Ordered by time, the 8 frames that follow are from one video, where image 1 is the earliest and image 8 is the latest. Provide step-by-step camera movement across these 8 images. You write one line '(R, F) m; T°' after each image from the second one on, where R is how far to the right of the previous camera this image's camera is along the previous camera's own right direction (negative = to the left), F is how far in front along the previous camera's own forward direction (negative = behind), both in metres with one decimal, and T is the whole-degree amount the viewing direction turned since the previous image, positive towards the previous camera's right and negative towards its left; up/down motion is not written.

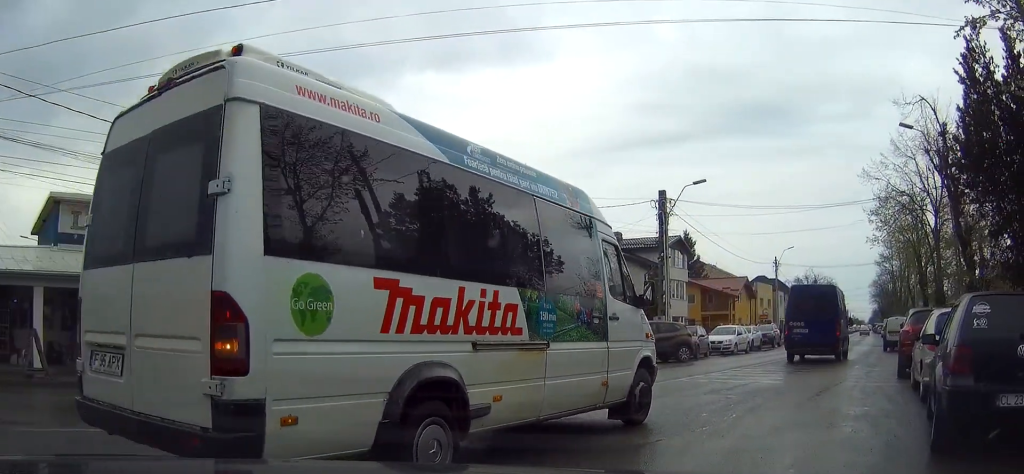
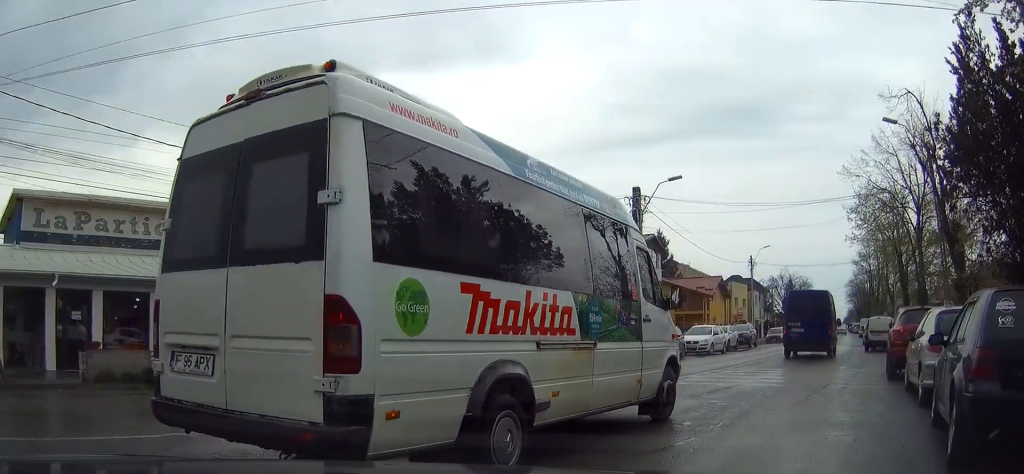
(-0.1, +0.9) m; -2°
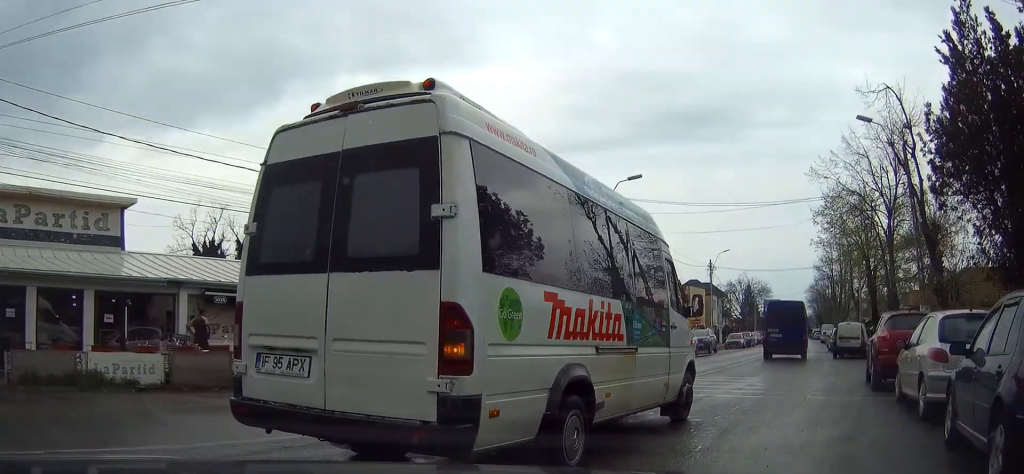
(-0.2, +1.2) m; +6°
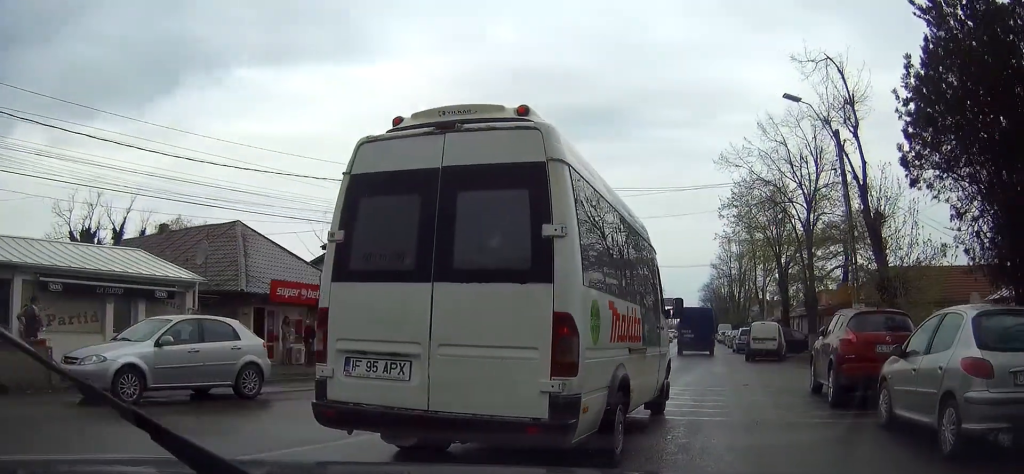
(+0.5, +2.5) m; +32°
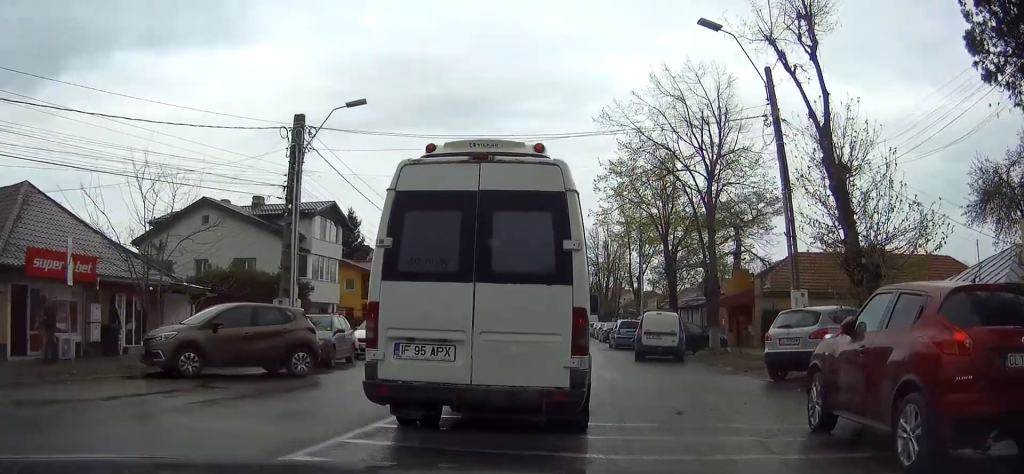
(+2.6, +5.3) m; +35°
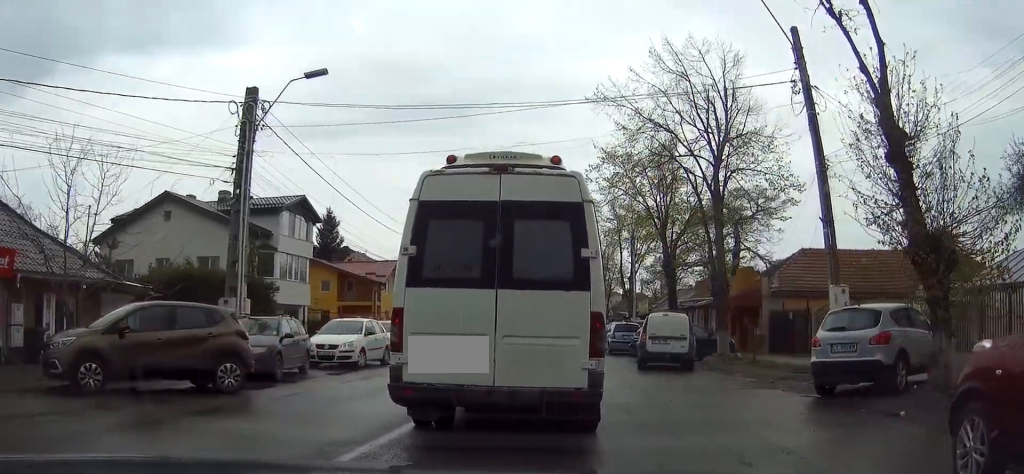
(+0.1, +3.6) m; +2°
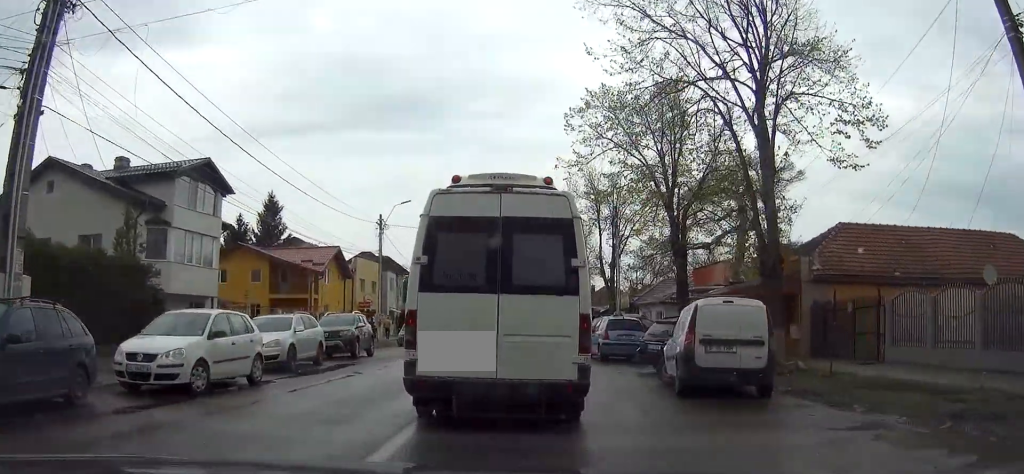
(-0.4, +10.1) m; -2°
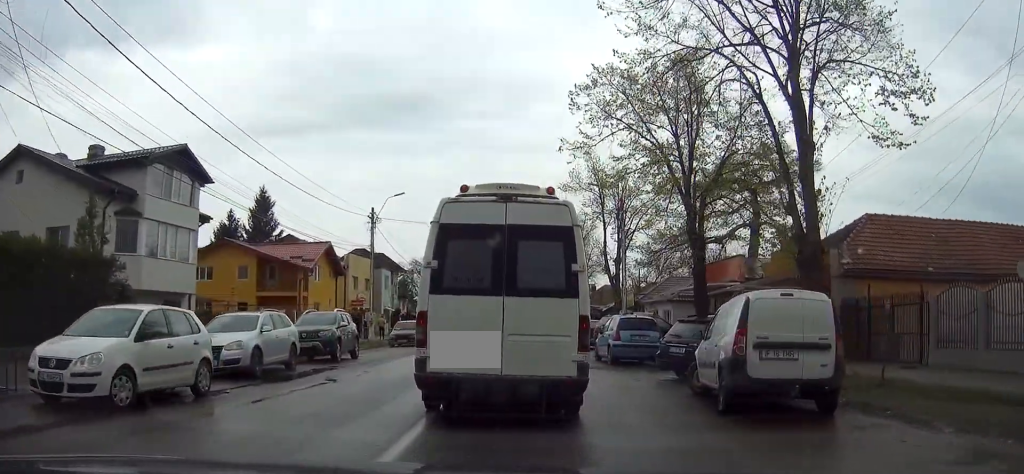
(+0.1, +2.9) m; +1°
